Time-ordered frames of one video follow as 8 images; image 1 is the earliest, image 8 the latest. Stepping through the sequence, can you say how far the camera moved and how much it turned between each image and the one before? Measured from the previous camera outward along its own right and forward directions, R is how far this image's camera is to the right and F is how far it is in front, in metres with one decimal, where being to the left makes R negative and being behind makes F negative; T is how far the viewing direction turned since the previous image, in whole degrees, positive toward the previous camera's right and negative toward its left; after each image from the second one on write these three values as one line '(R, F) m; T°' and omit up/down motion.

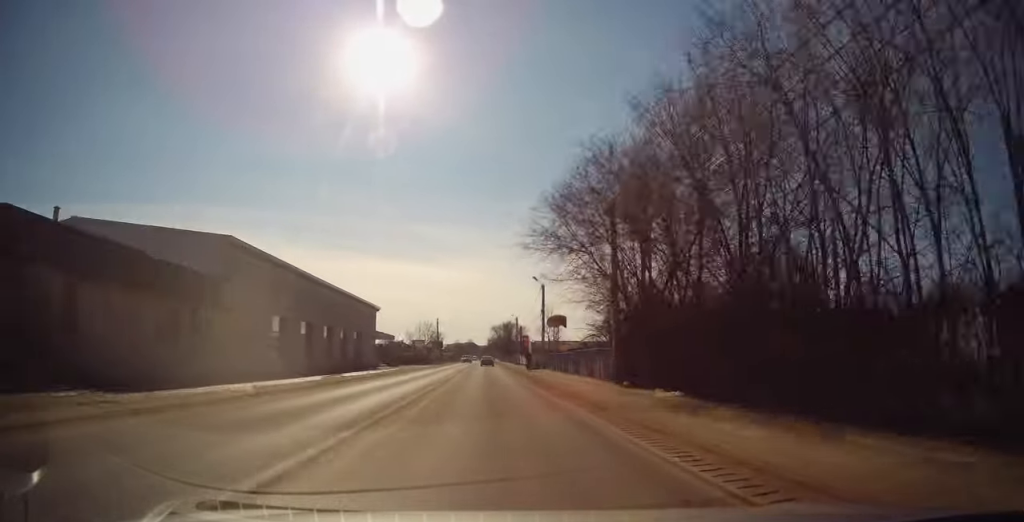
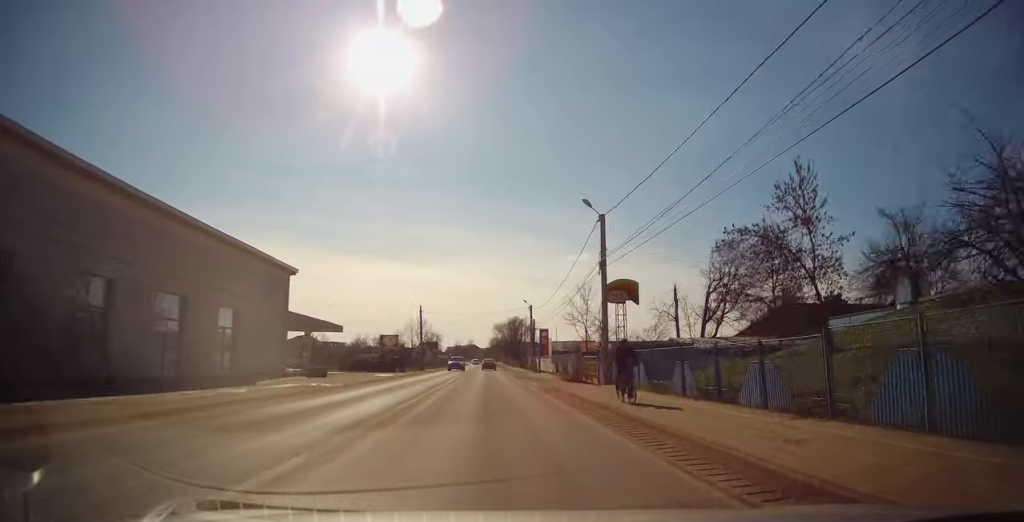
(-0.2, +27.0) m; +1°
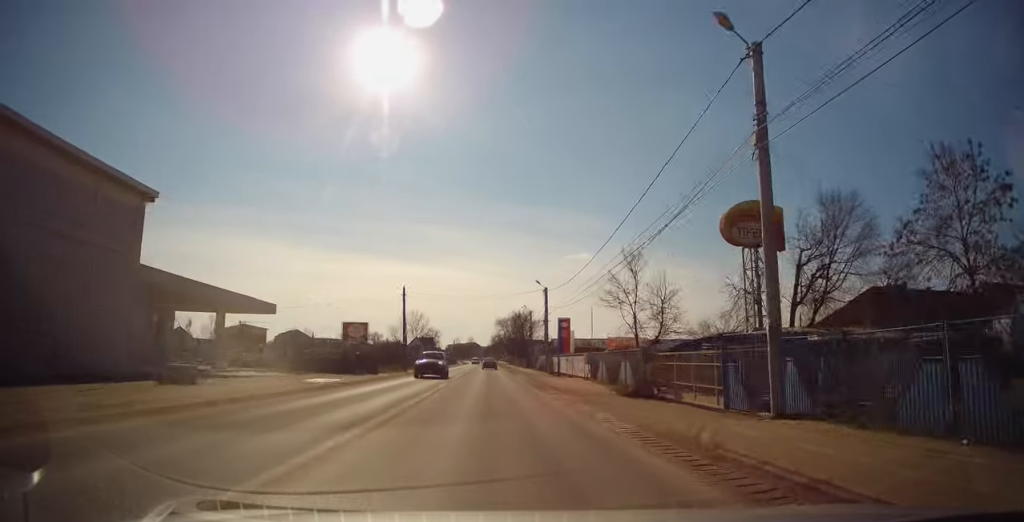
(+0.1, +15.5) m; 0°
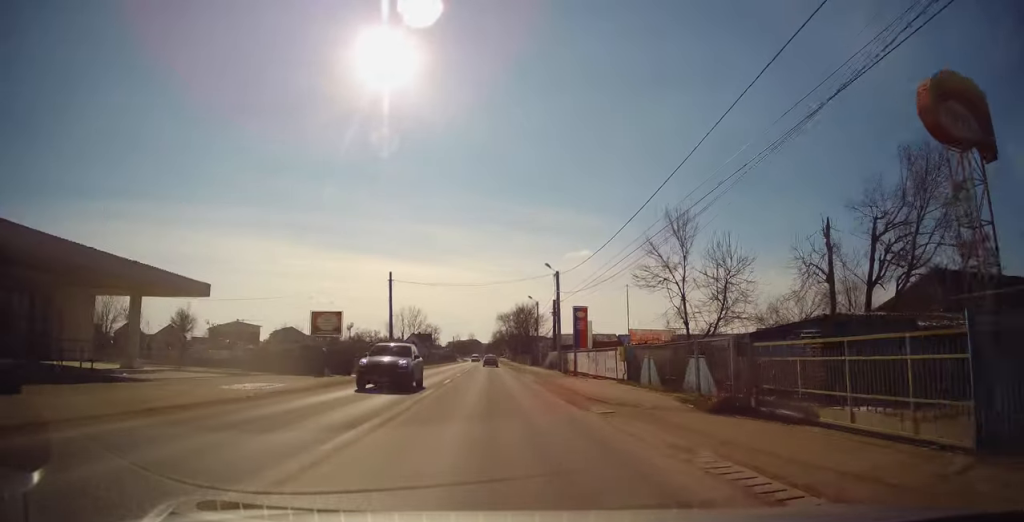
(0.0, +8.1) m; -1°
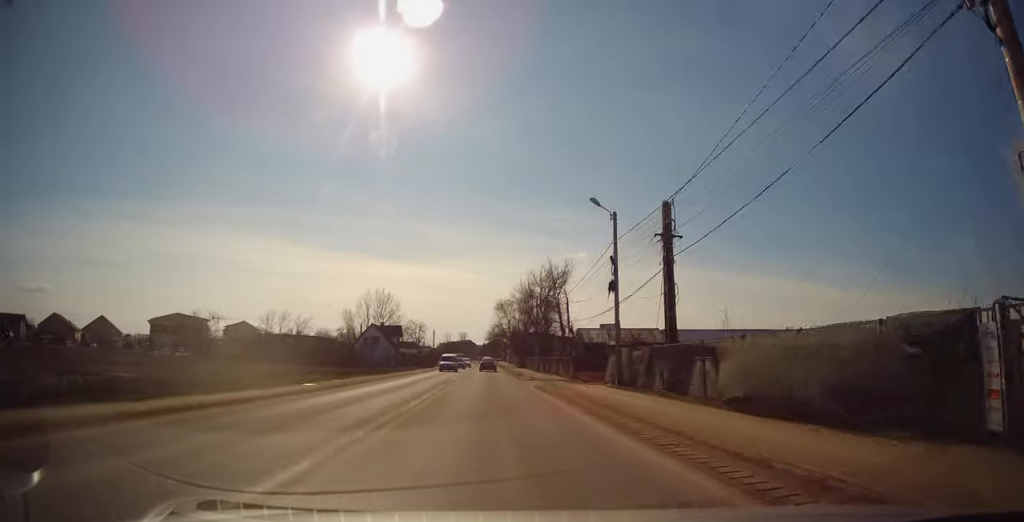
(+0.1, +40.8) m; 0°
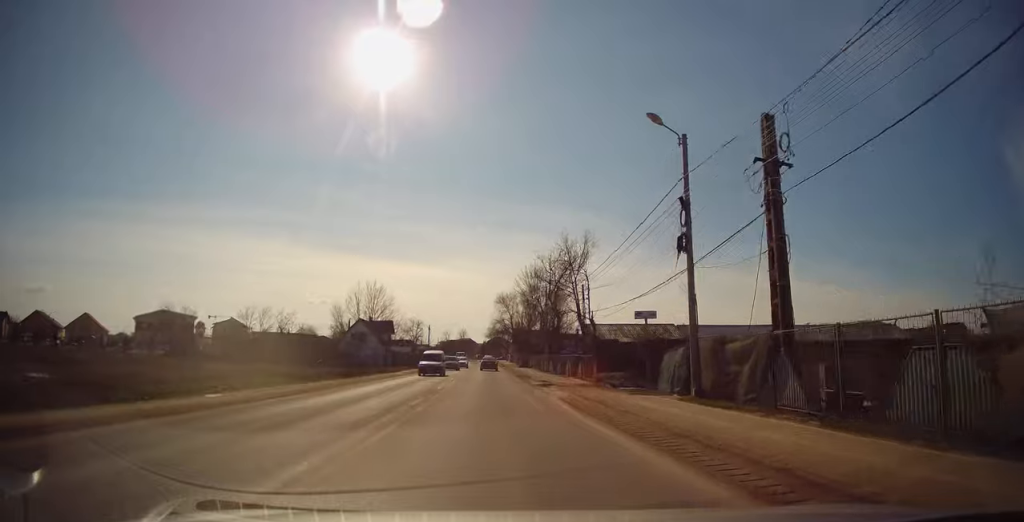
(-0.2, +8.9) m; 0°
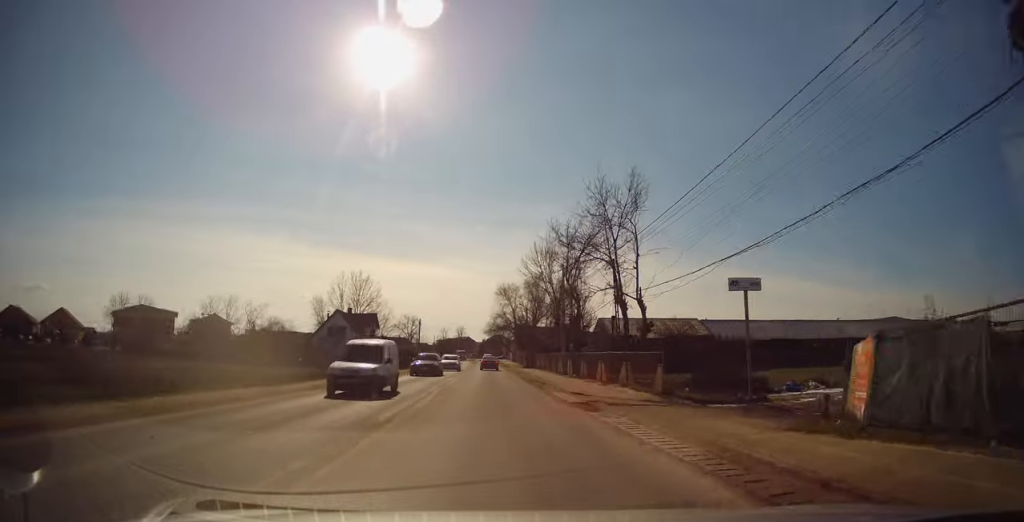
(+0.2, +11.6) m; +1°
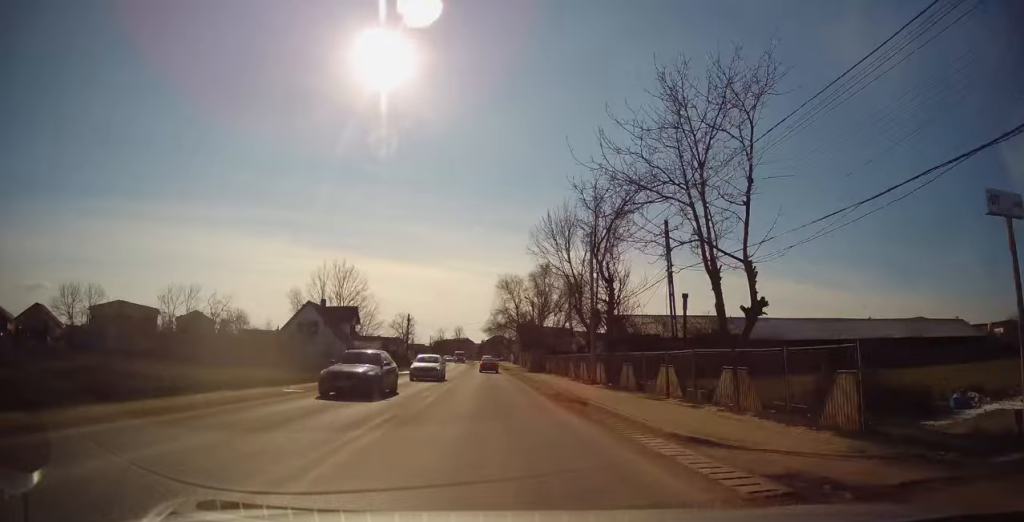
(+0.1, +10.5) m; 0°
